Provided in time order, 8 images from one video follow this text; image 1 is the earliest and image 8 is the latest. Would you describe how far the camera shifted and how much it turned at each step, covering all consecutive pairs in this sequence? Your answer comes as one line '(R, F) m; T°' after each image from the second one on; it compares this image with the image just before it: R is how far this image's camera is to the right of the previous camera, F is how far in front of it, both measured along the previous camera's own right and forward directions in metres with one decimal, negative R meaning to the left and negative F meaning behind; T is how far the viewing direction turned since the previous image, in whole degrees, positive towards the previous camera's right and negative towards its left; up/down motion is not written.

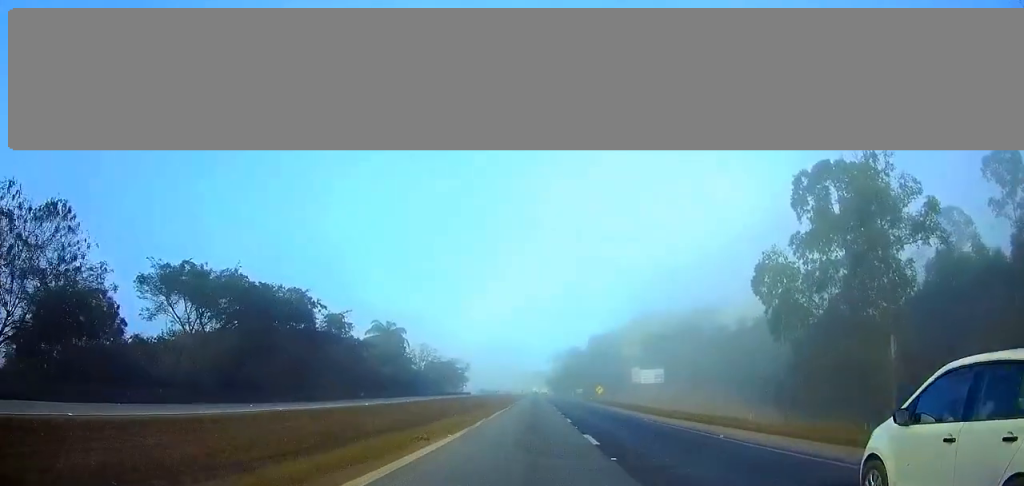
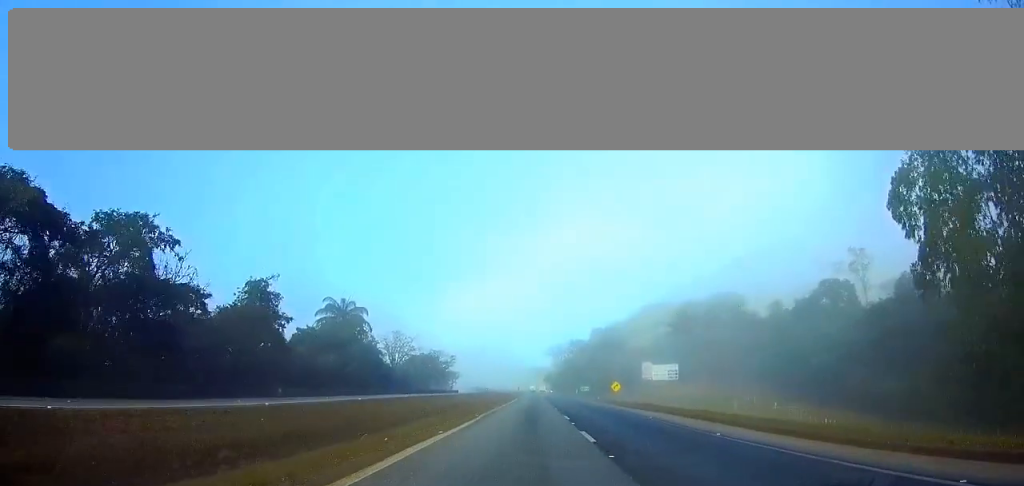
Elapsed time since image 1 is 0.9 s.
(-0.1, +25.3) m; 0°
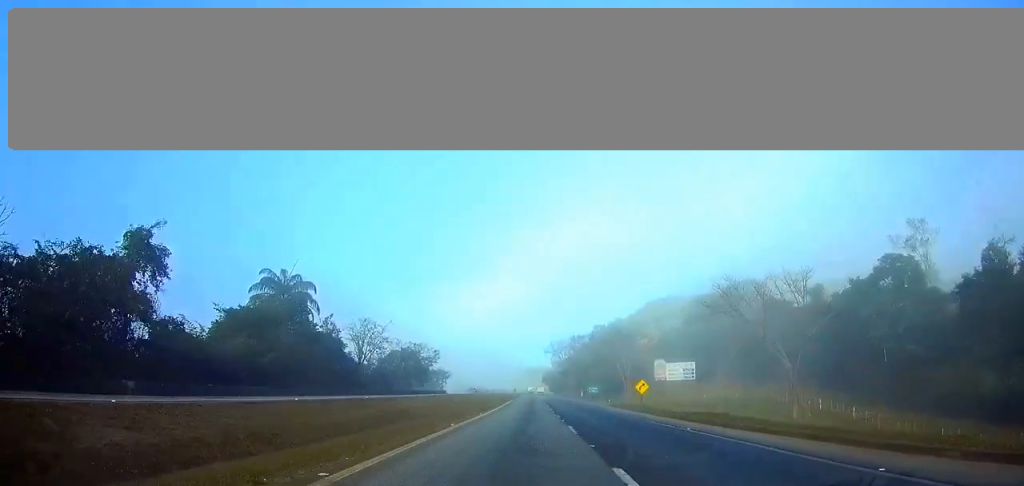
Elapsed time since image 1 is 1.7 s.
(+0.1, +21.6) m; +1°
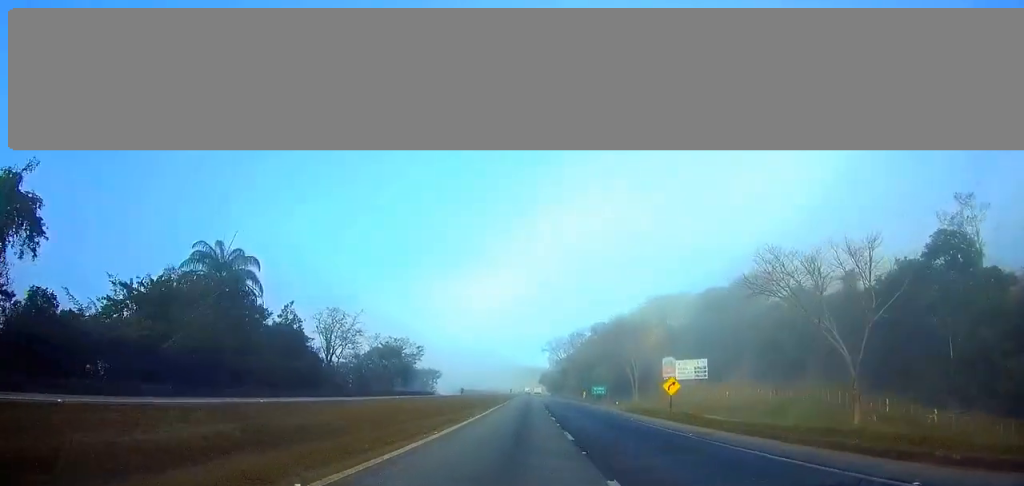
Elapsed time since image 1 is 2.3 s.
(+0.1, +14.4) m; 0°
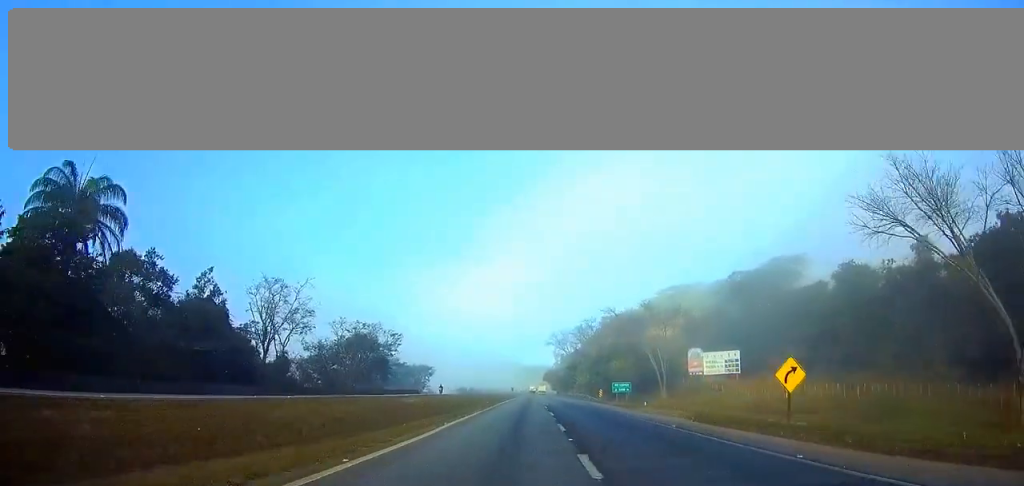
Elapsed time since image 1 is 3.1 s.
(0.0, +21.7) m; 0°
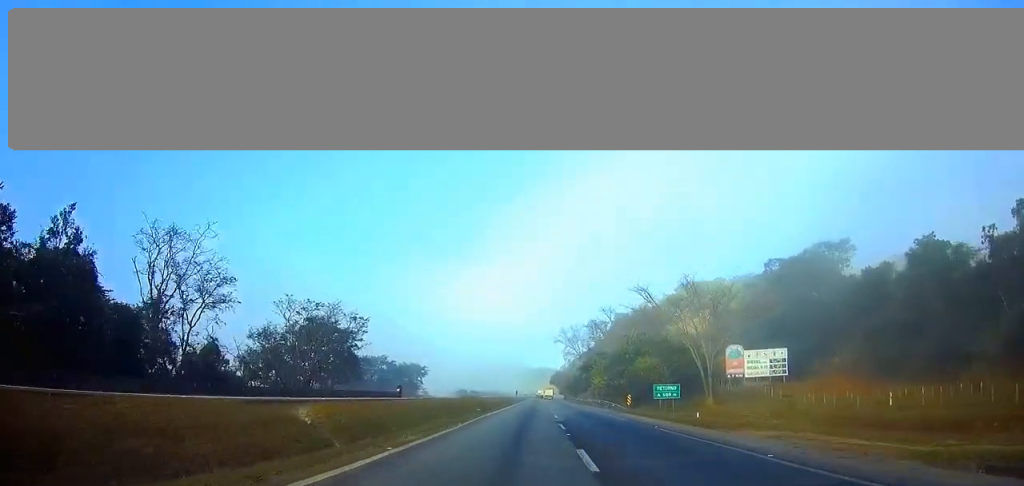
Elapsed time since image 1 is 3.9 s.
(-0.1, +21.8) m; -1°
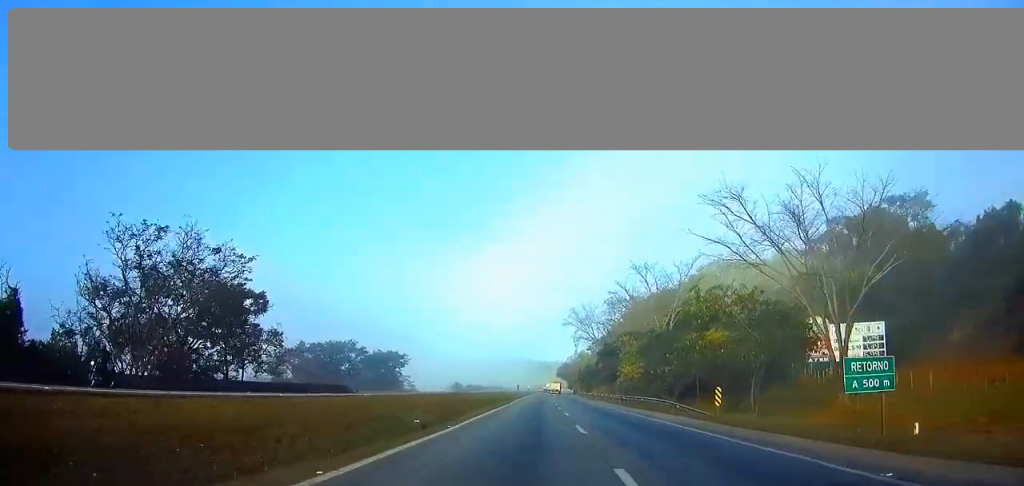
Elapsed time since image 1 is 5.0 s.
(-0.2, +31.2) m; 0°
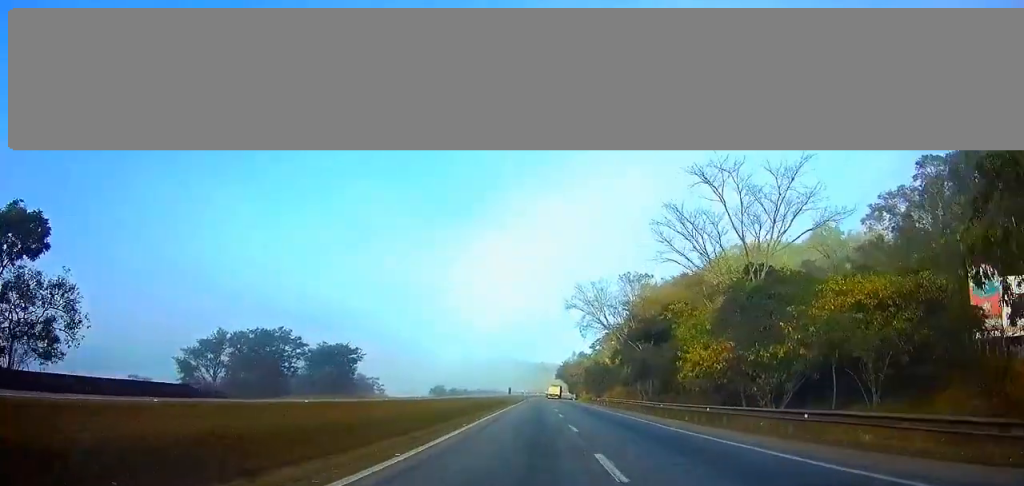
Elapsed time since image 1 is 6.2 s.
(0.0, +33.2) m; 0°
